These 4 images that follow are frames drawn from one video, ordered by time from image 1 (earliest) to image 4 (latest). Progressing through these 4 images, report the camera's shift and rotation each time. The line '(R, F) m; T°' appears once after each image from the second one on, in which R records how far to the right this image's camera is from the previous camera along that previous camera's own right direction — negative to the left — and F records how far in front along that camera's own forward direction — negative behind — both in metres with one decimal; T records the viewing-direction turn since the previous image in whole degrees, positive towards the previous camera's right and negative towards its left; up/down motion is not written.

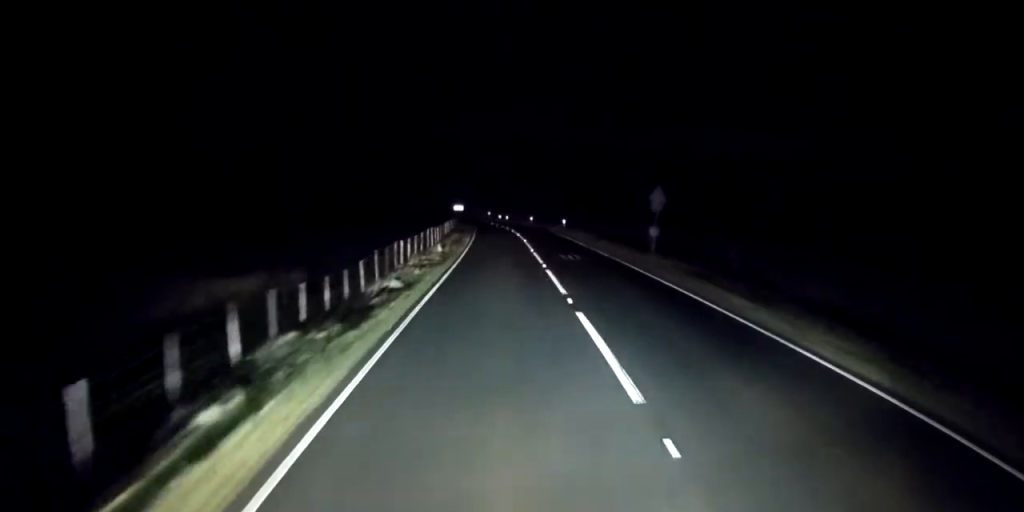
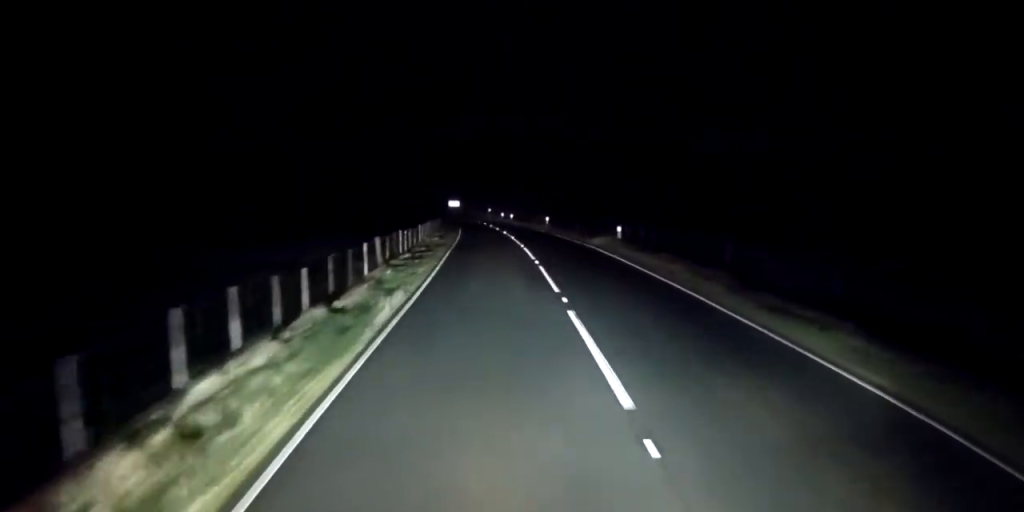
(0.0, +27.9) m; 0°
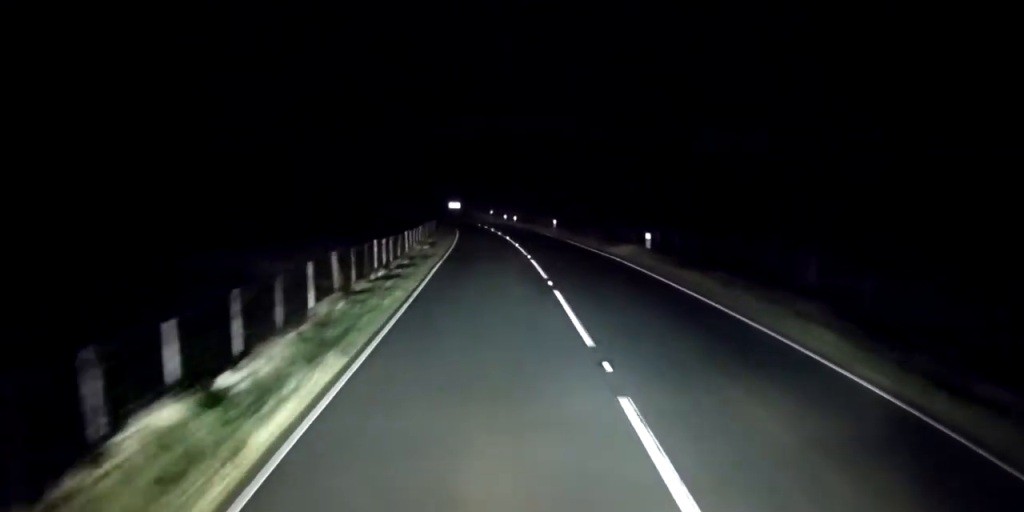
(0.0, +6.0) m; 0°
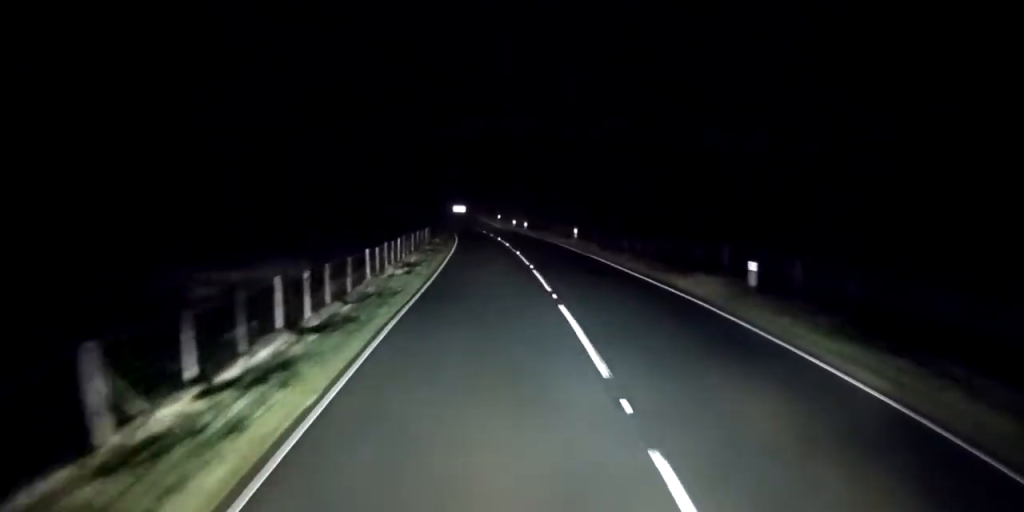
(0.0, +10.5) m; -1°
